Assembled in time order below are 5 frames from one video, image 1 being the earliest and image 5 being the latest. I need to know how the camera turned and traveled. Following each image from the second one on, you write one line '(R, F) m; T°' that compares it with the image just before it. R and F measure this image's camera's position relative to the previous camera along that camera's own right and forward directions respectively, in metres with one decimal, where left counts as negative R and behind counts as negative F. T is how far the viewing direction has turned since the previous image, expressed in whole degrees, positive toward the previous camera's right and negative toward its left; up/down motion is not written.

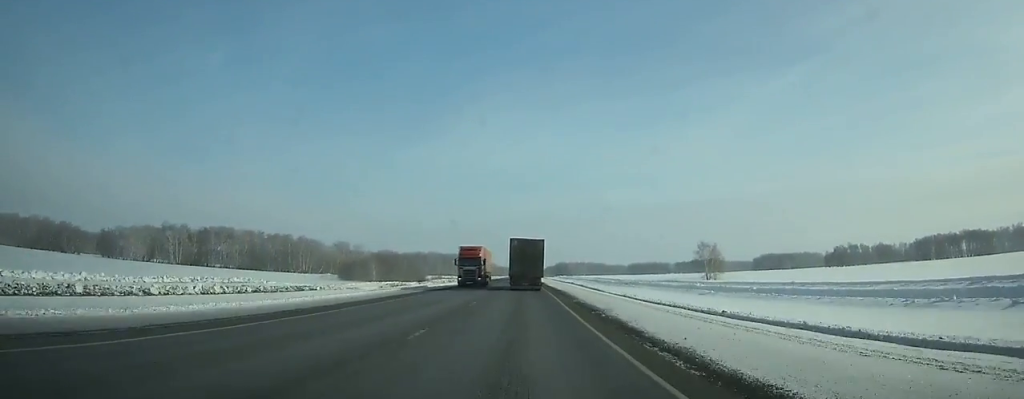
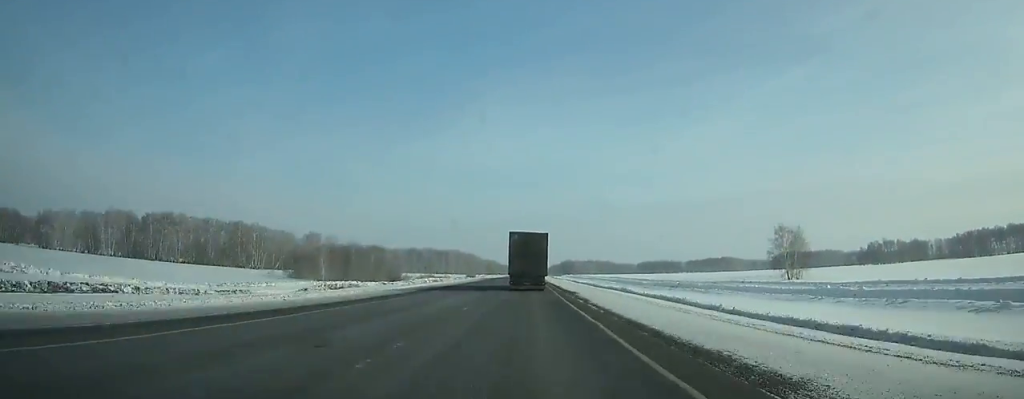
(-0.2, +52.2) m; 0°
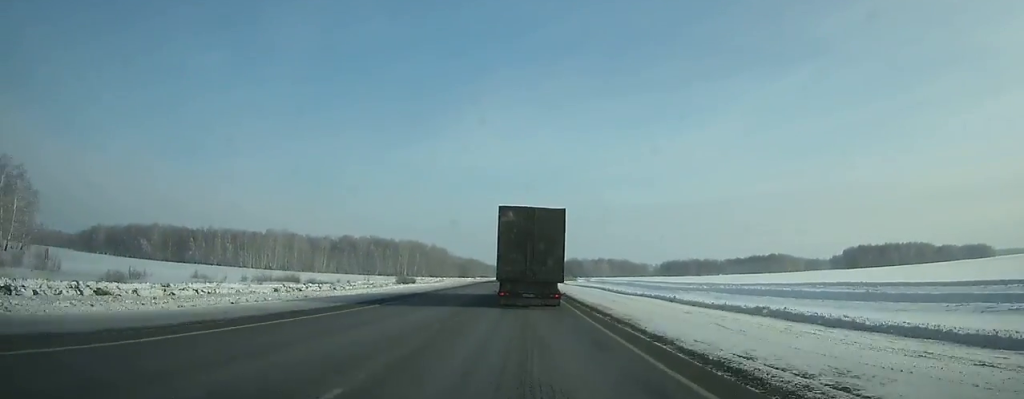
(+0.7, +189.5) m; 0°
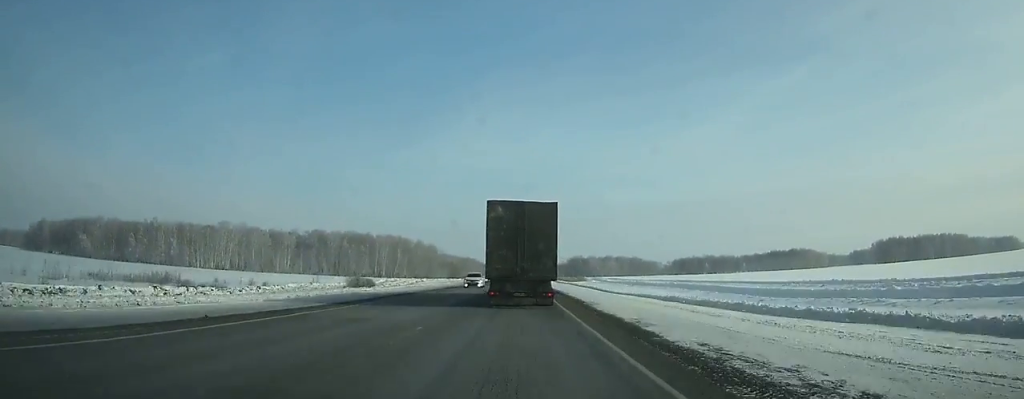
(0.0, +53.7) m; 0°
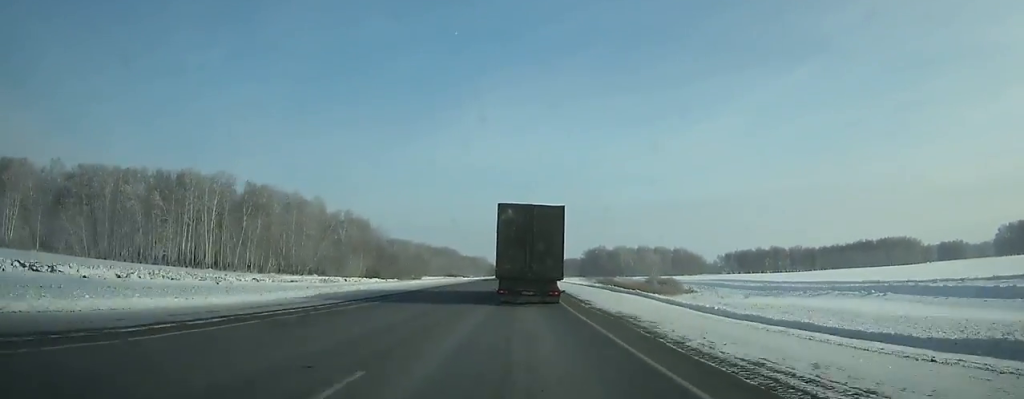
(0.0, +167.0) m; 0°
